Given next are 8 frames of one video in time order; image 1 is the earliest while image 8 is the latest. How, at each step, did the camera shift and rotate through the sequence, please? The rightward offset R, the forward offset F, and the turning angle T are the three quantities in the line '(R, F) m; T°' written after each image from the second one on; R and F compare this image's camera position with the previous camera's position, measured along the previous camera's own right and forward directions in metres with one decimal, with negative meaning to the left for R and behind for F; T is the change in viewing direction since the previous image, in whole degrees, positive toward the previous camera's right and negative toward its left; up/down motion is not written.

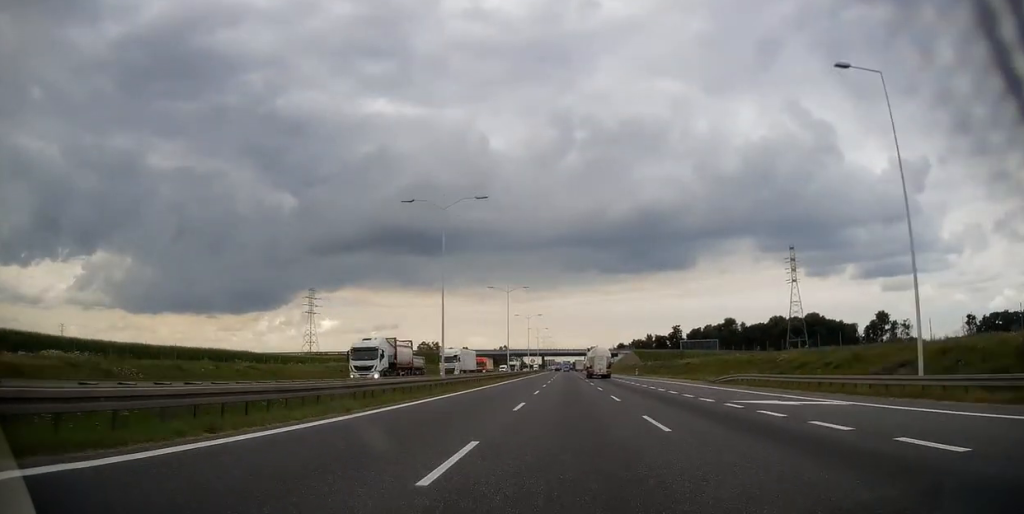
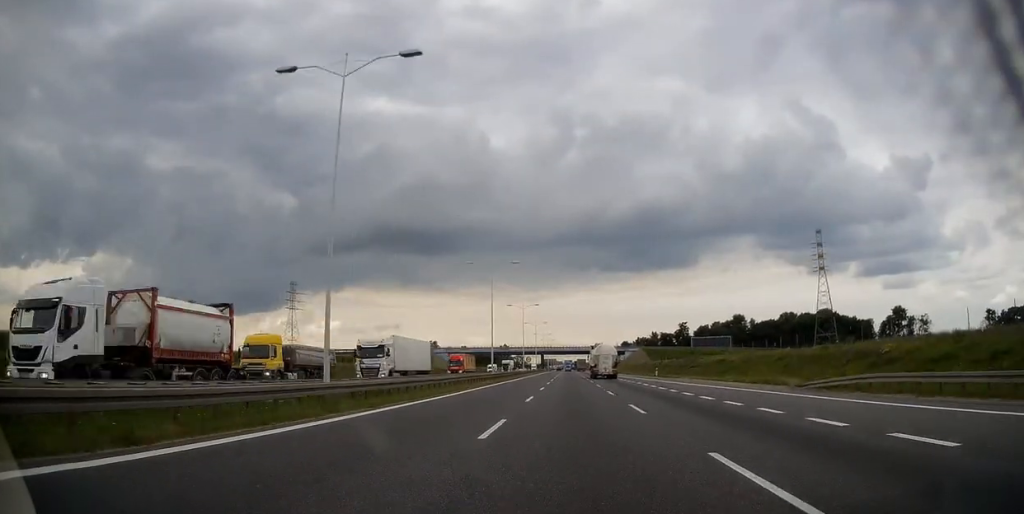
(0.0, +19.8) m; 0°
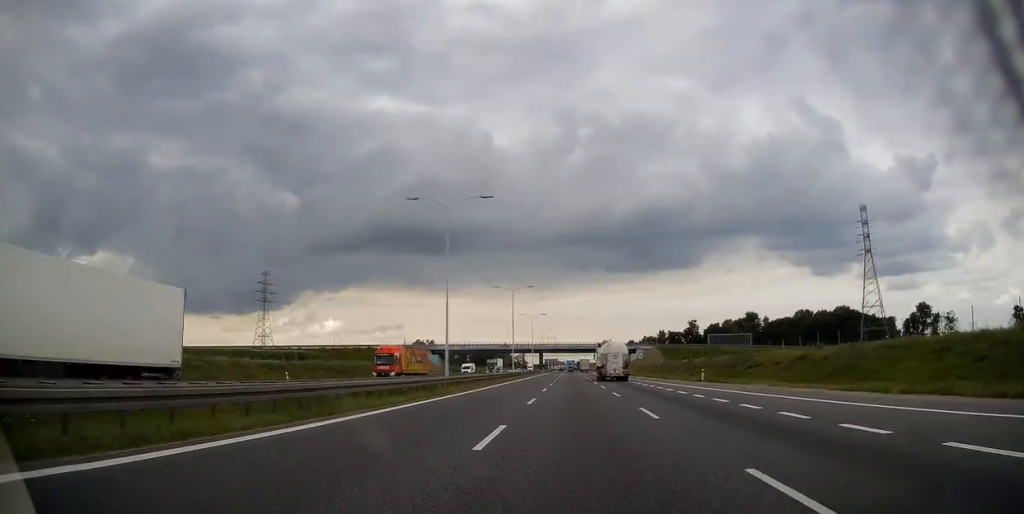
(0.0, +25.7) m; 0°
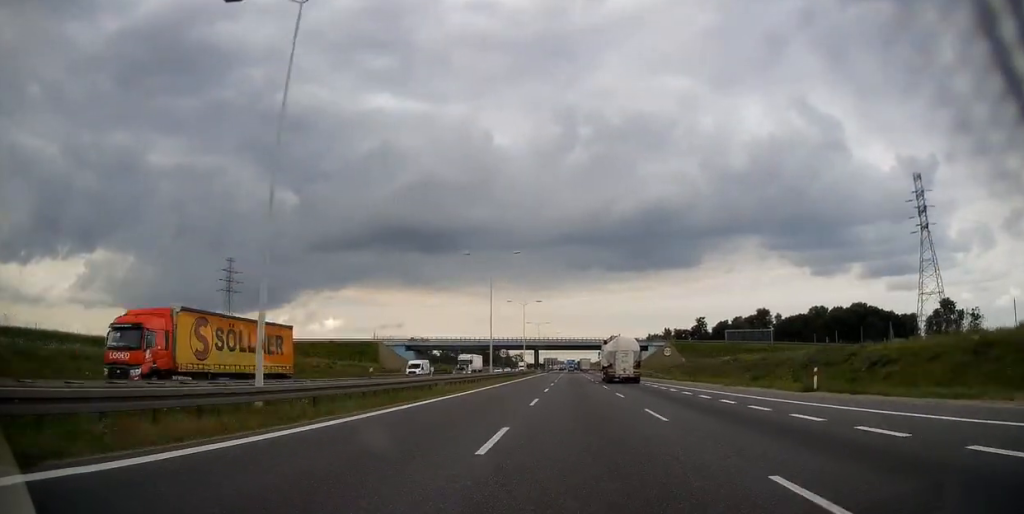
(0.0, +24.6) m; 0°
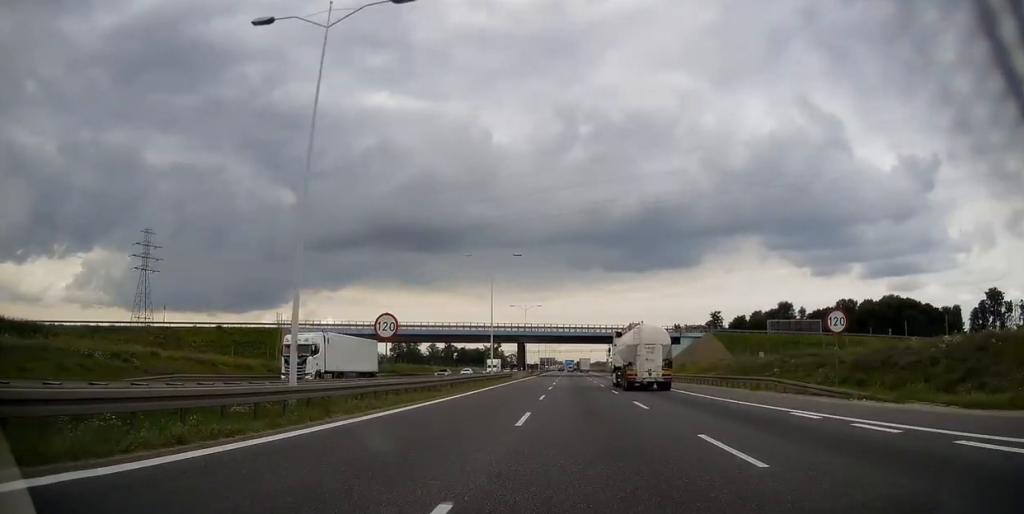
(-0.1, +43.6) m; 0°
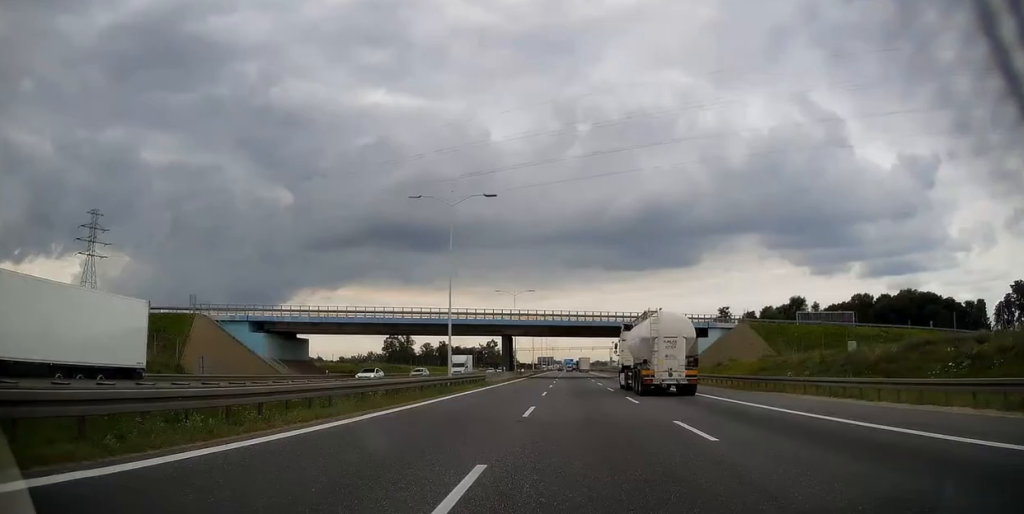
(0.0, +21.3) m; 0°
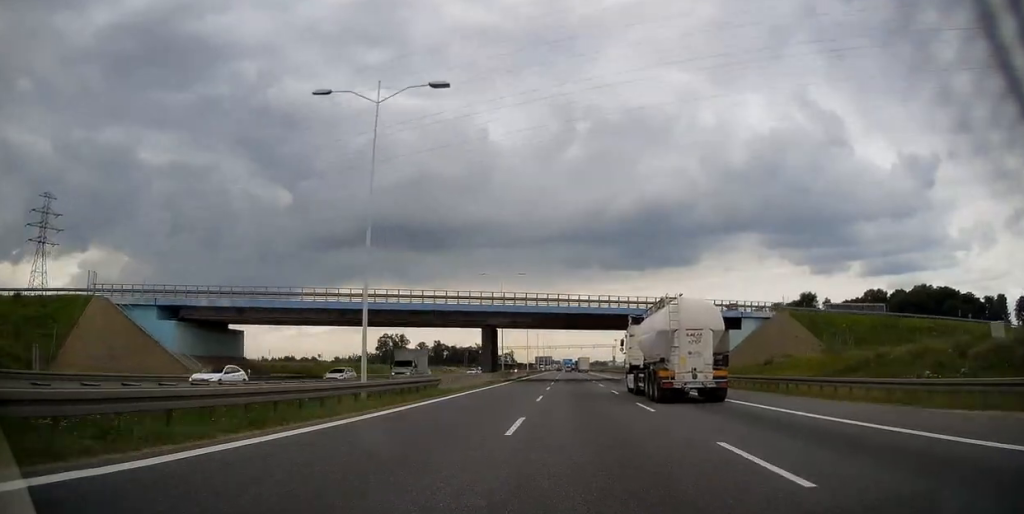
(+0.1, +16.6) m; 0°
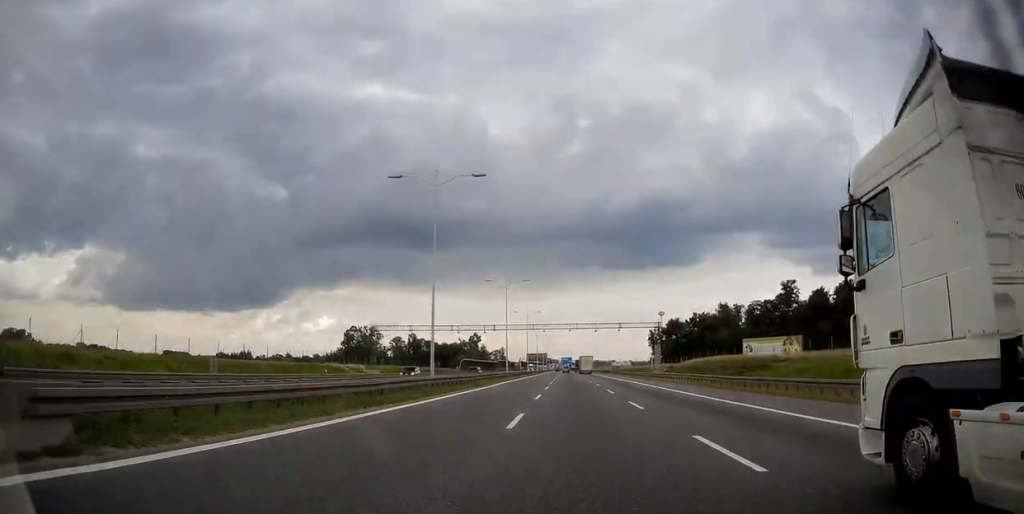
(0.0, +83.7) m; 0°
